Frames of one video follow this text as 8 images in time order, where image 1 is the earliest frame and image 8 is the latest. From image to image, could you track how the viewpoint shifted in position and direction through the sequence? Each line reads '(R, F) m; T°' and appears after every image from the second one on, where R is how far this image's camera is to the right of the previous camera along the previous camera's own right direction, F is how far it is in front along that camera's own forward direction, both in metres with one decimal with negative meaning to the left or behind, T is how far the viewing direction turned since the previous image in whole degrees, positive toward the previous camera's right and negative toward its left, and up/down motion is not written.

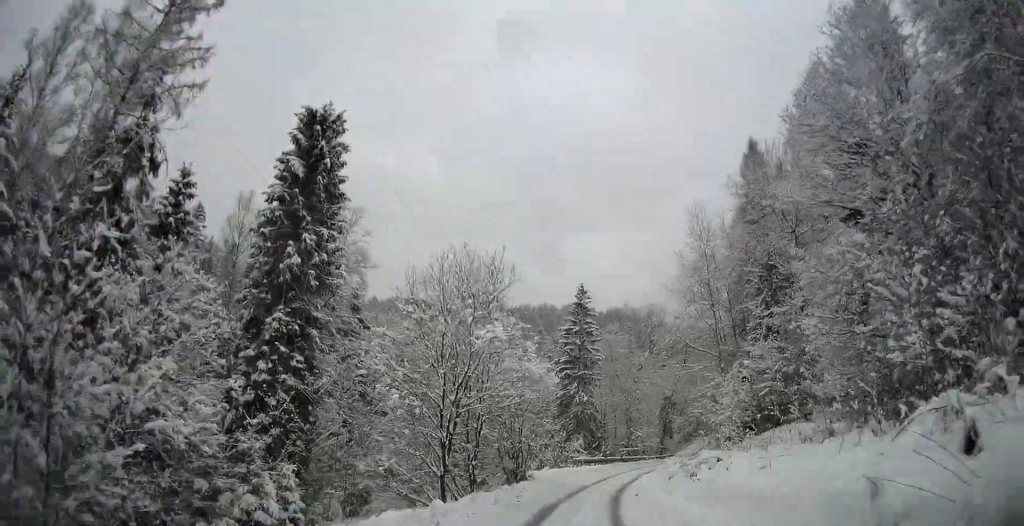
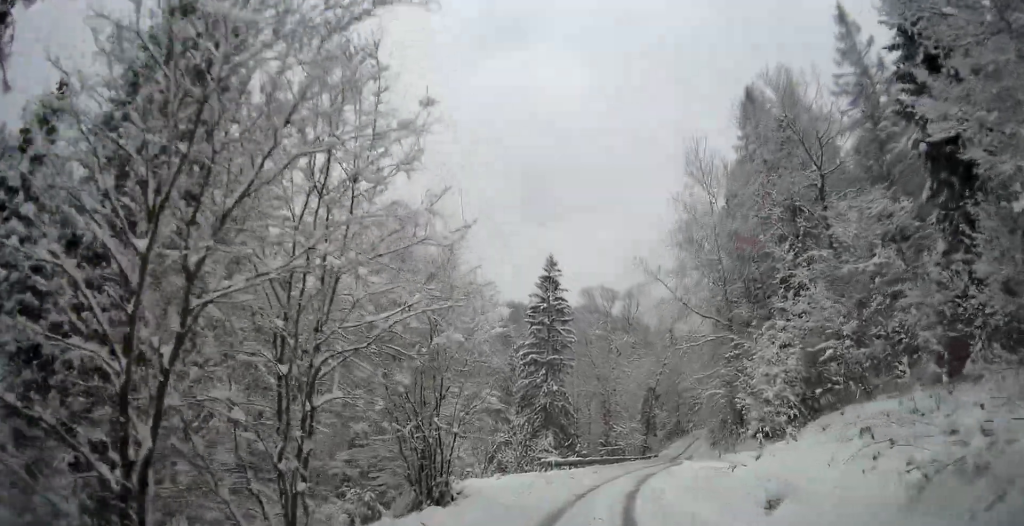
(+0.1, +10.3) m; +3°
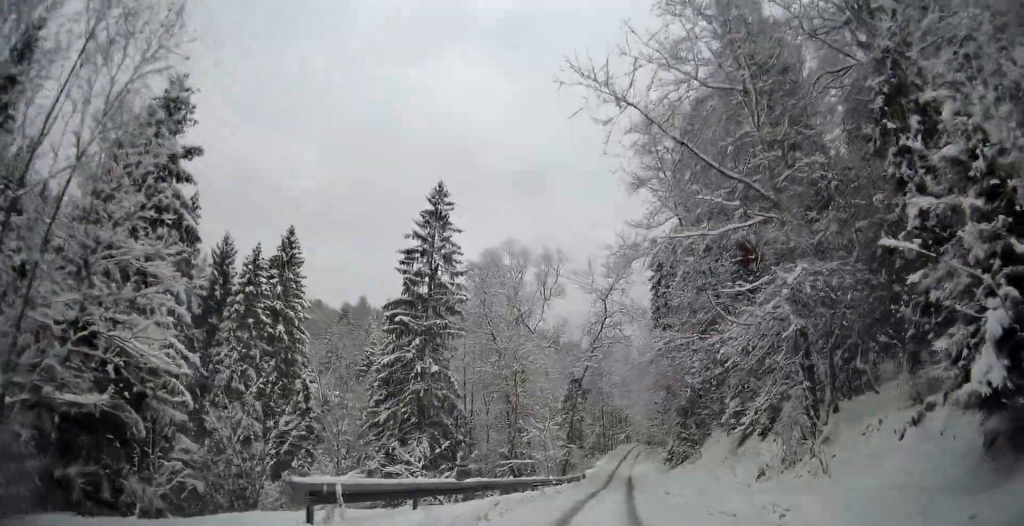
(+1.6, +18.4) m; +10°
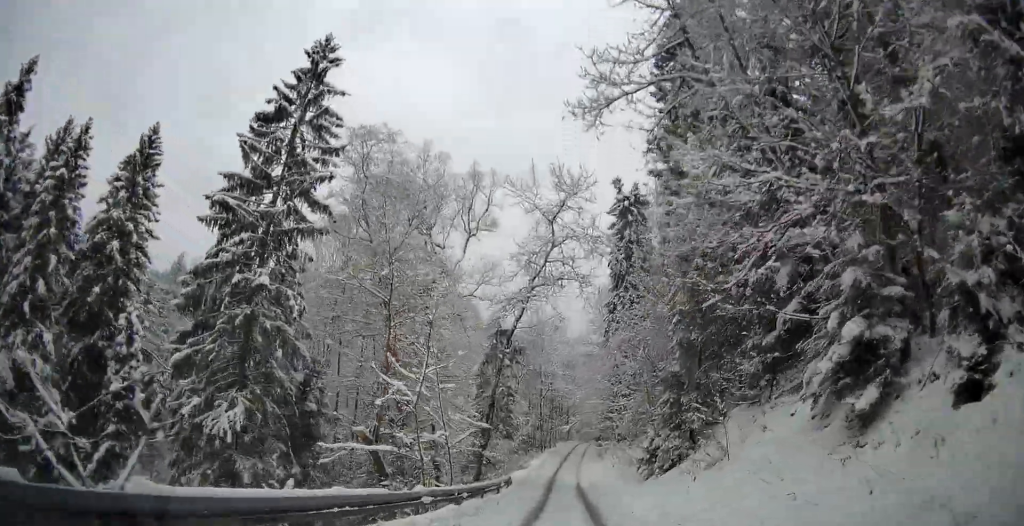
(+0.9, +15.3) m; +5°
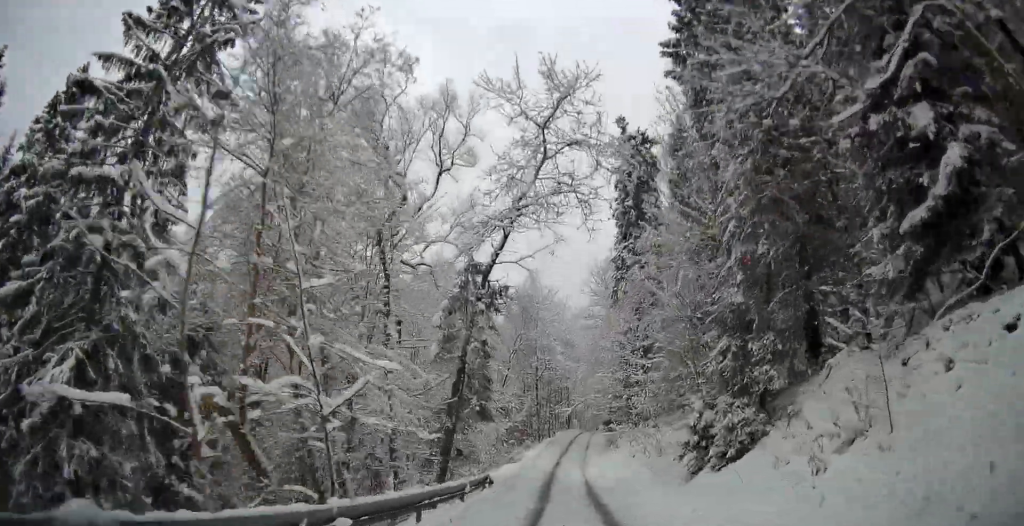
(+0.2, +8.7) m; +1°
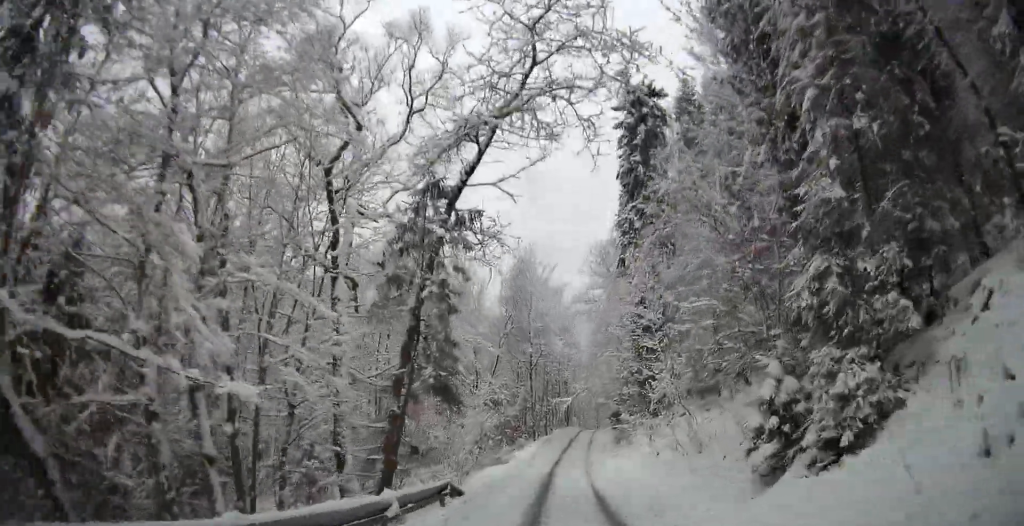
(0.0, +6.5) m; 0°
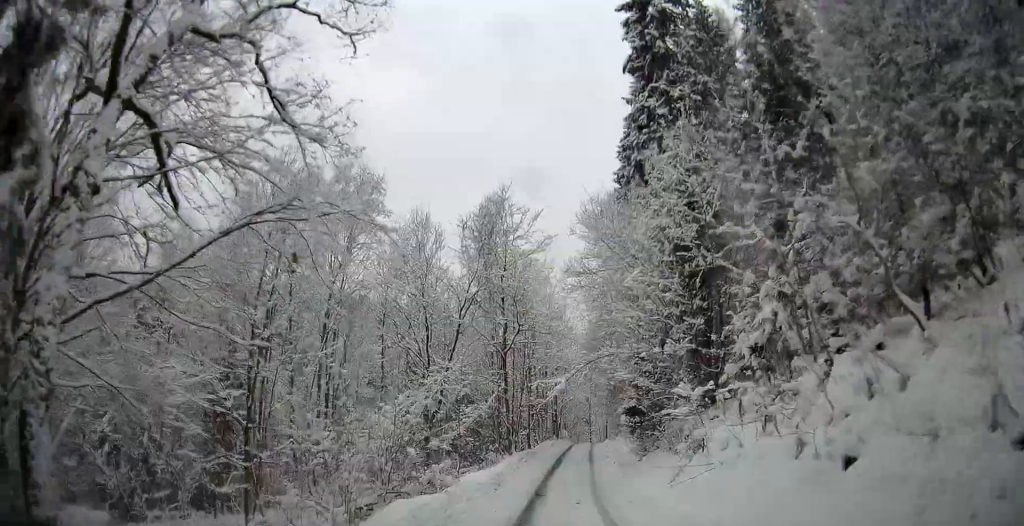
(0.0, +12.8) m; 0°
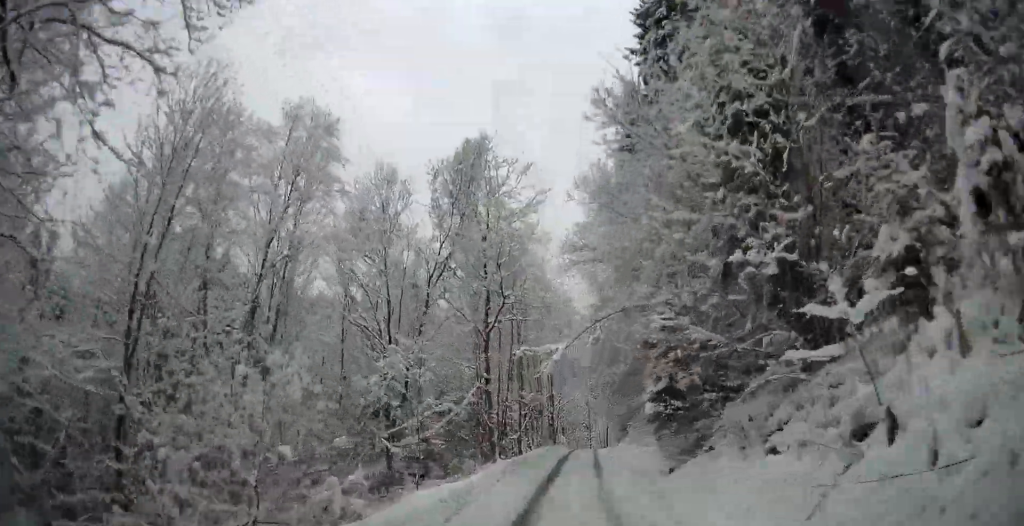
(-0.1, +6.6) m; 0°
